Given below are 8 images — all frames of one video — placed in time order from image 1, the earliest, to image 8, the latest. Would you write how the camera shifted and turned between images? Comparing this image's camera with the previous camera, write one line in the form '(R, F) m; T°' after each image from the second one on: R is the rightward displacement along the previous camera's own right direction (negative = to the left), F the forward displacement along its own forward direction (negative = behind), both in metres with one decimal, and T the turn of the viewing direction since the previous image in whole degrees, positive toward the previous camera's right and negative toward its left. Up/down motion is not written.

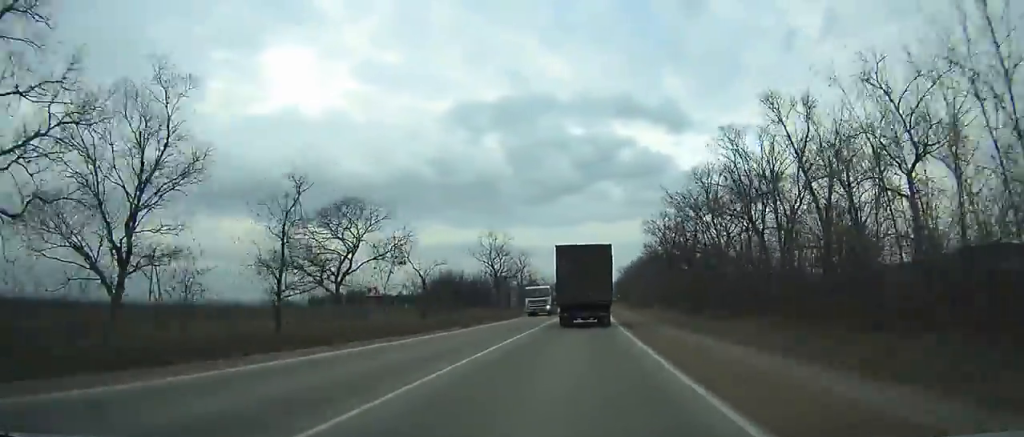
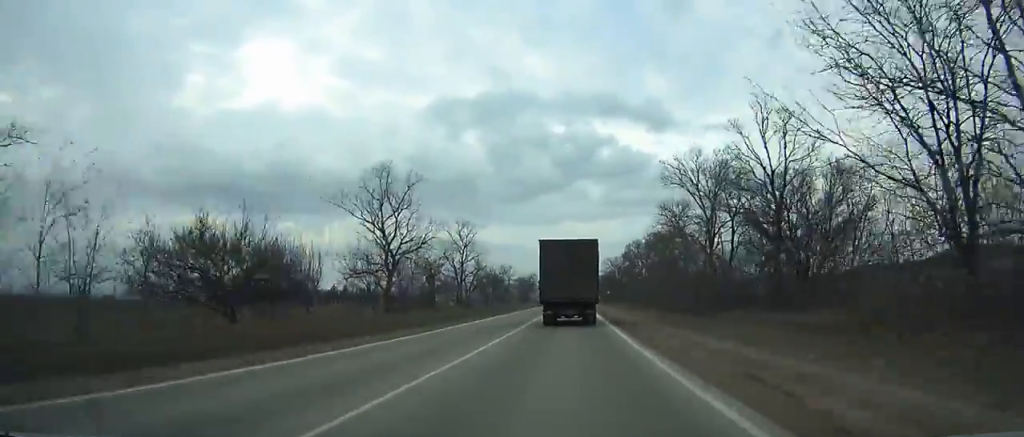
(+2.3, +42.7) m; -1°
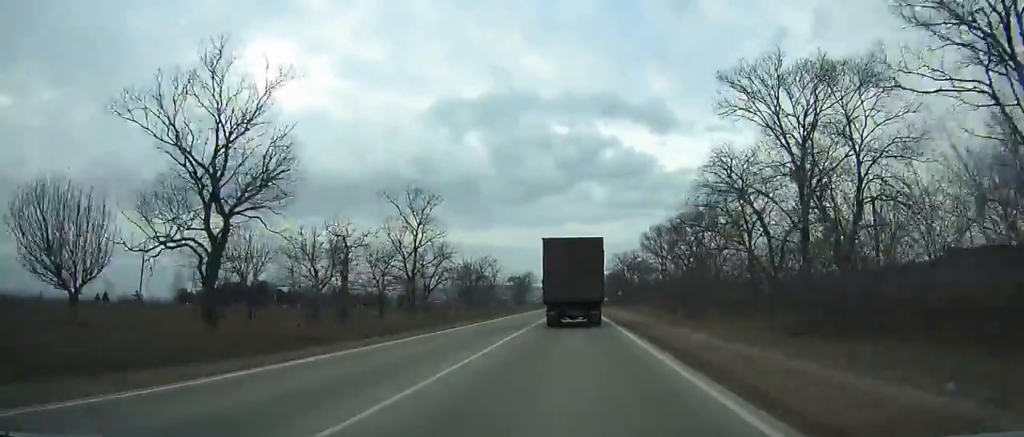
(-1.6, +23.1) m; +2°
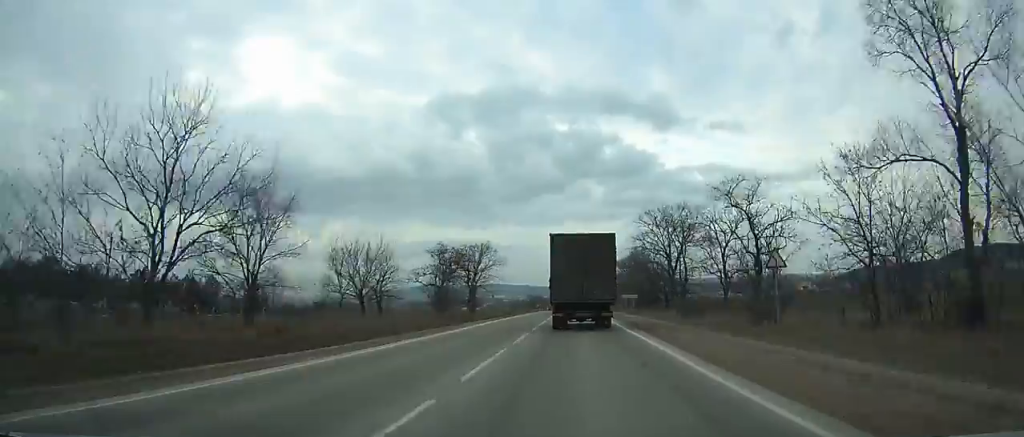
(+4.1, +72.4) m; +6°
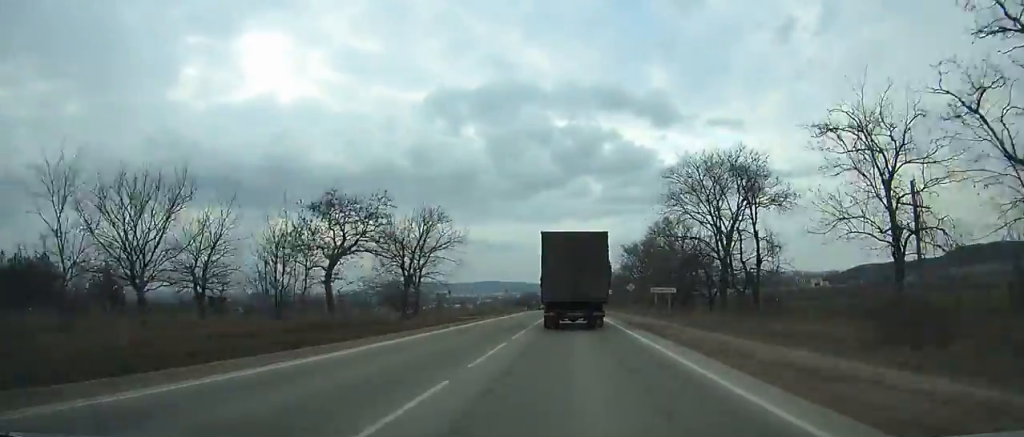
(+1.6, +30.7) m; +1°
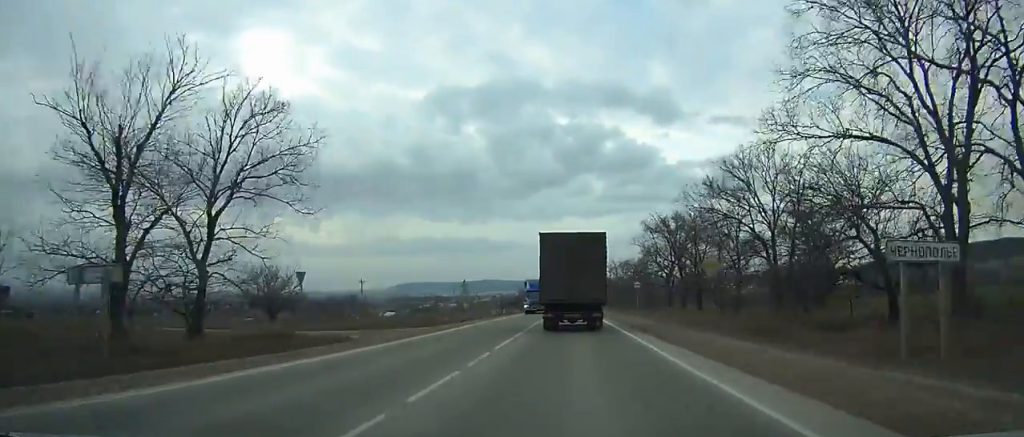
(-1.9, +34.3) m; -3°
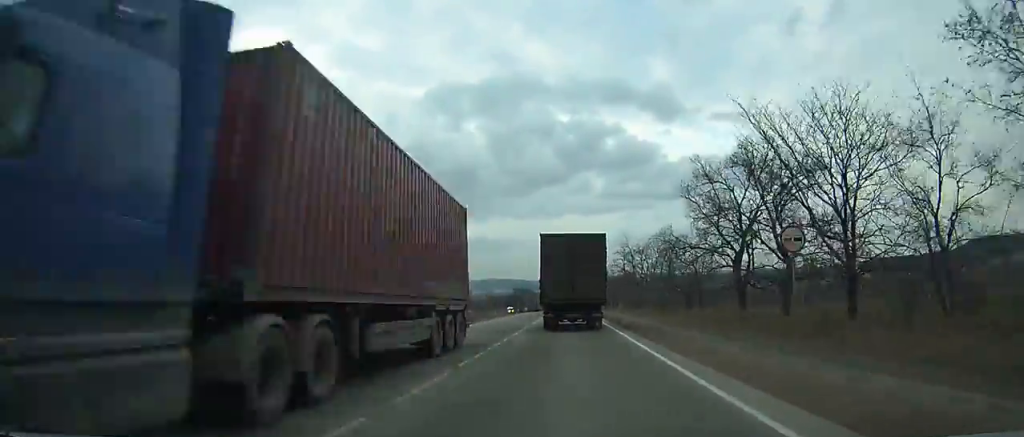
(-0.7, +36.0) m; -1°
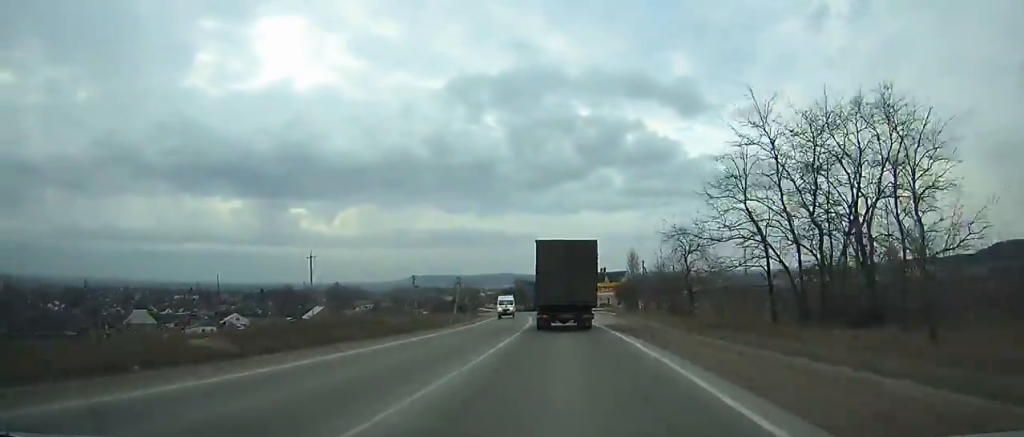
(-0.8, +68.0) m; -3°
